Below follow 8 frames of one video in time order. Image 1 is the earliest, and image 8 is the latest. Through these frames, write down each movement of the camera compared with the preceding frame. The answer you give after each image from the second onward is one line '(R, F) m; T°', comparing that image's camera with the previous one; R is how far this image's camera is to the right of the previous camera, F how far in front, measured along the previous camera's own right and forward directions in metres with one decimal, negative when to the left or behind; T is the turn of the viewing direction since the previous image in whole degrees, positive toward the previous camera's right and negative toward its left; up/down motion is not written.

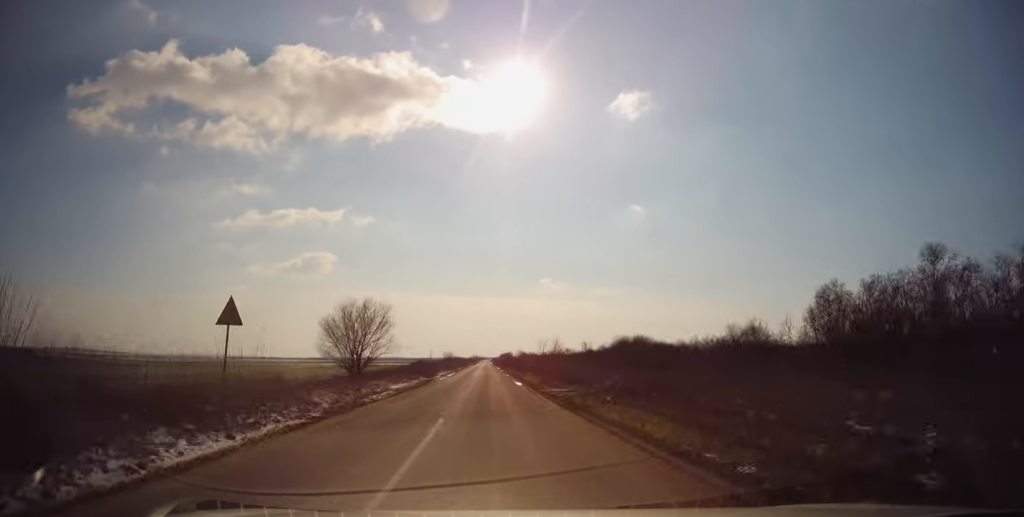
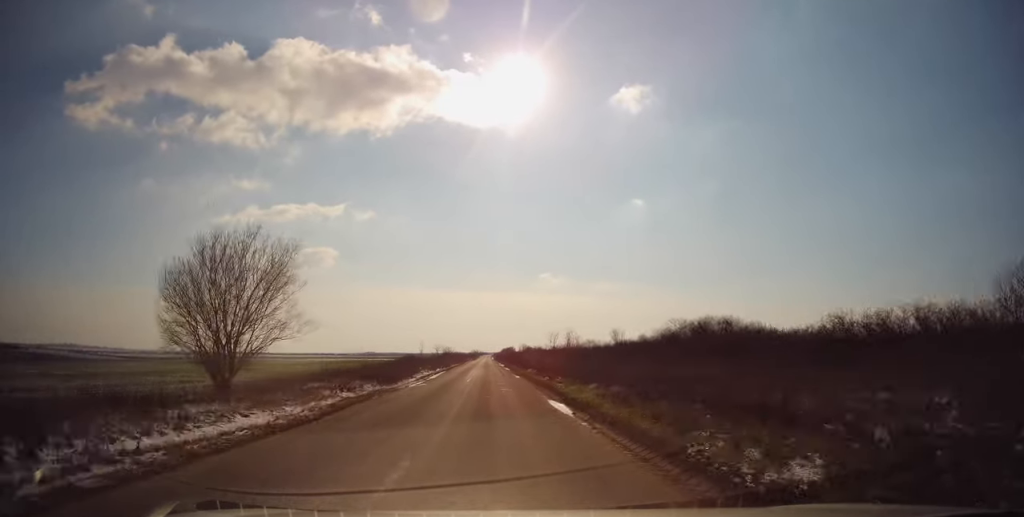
(+0.1, +17.1) m; 0°
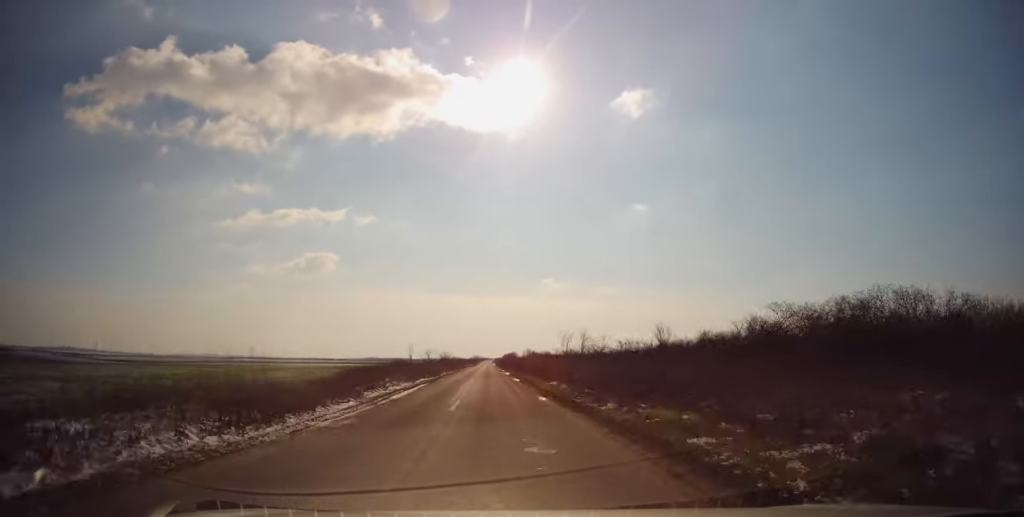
(-0.1, +14.2) m; 0°
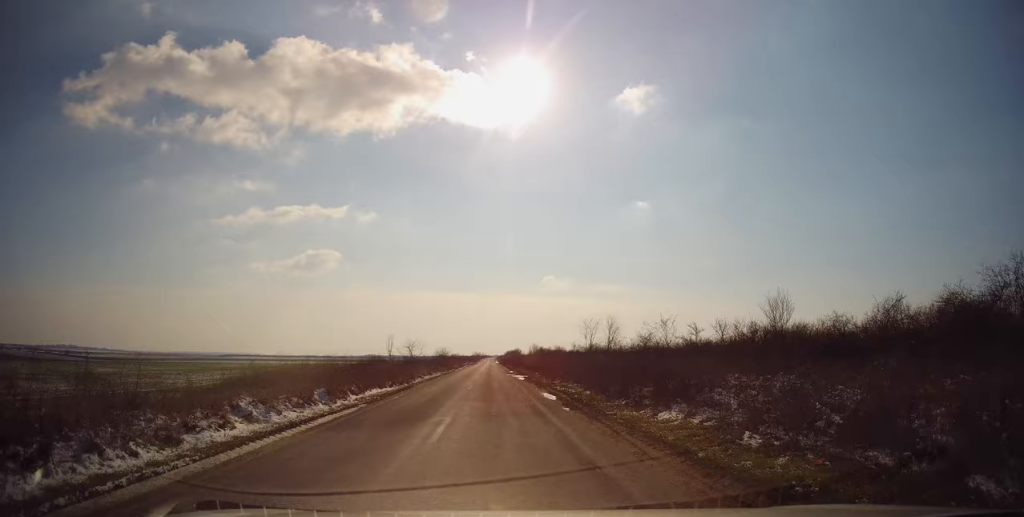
(+0.1, +17.5) m; 0°
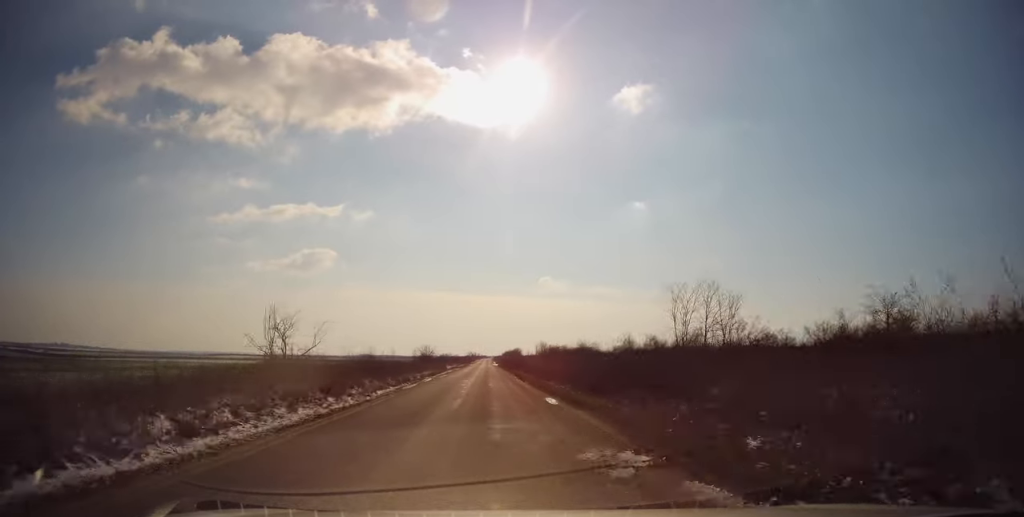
(-0.3, +32.0) m; -1°
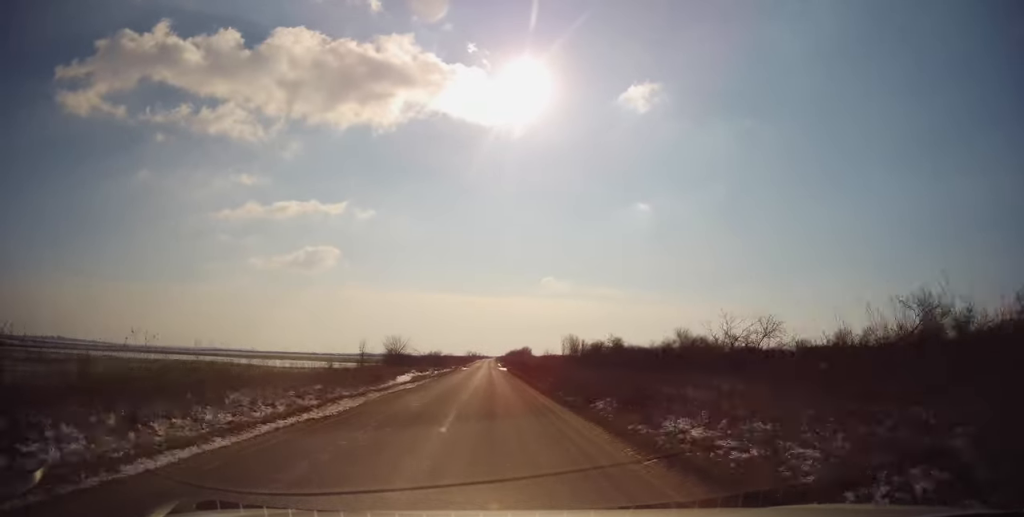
(0.0, +41.2) m; 0°
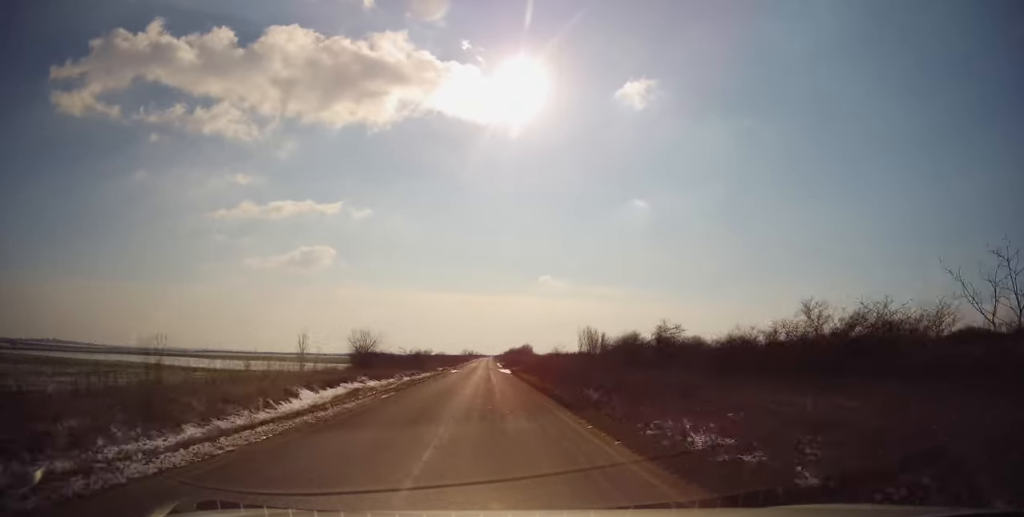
(+0.1, +17.3) m; +1°
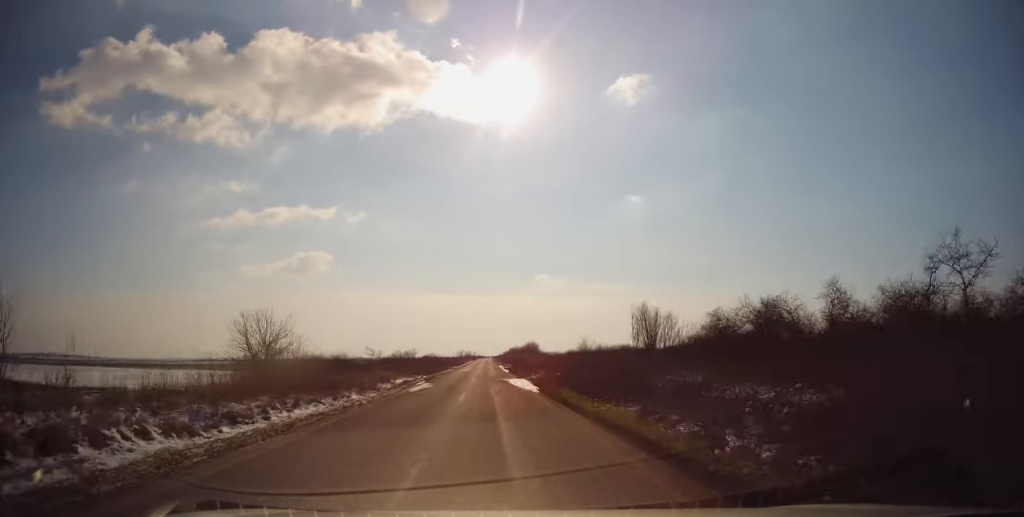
(+0.2, +25.9) m; 0°
